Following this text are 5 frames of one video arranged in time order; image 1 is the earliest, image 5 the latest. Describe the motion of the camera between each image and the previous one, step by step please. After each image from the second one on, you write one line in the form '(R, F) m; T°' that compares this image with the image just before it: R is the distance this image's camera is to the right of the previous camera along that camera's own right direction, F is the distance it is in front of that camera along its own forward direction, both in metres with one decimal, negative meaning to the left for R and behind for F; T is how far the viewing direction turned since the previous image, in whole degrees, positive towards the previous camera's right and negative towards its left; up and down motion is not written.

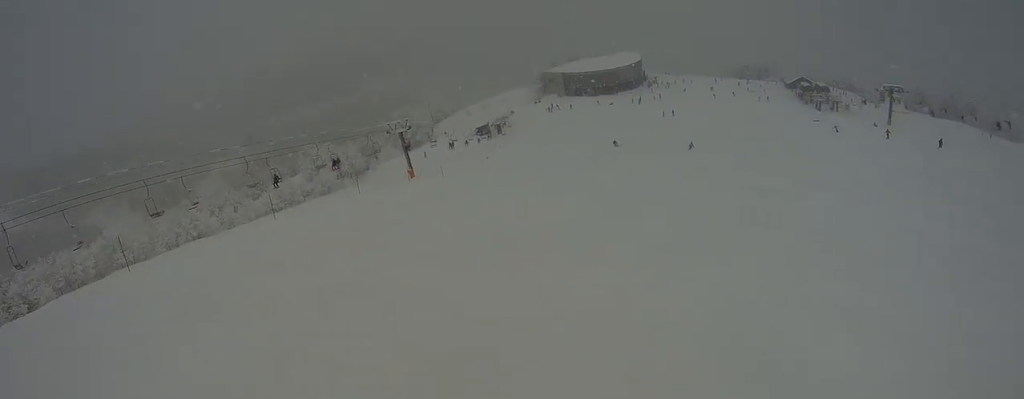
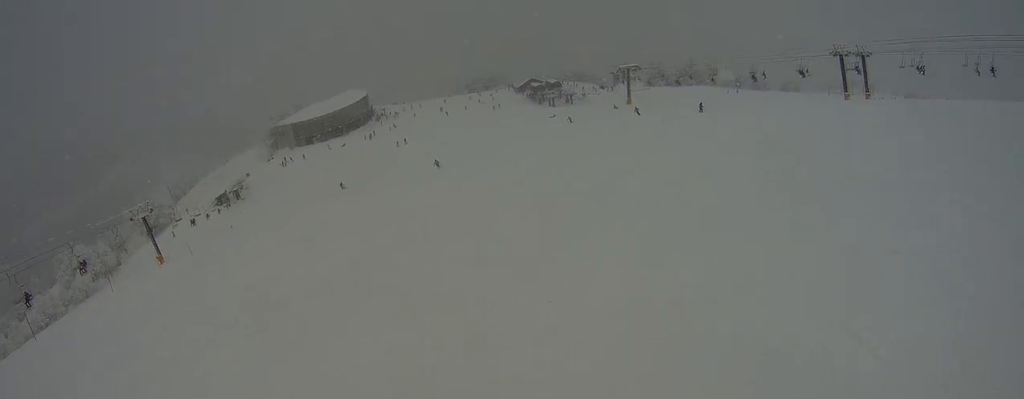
(+0.7, +2.3) m; +19°
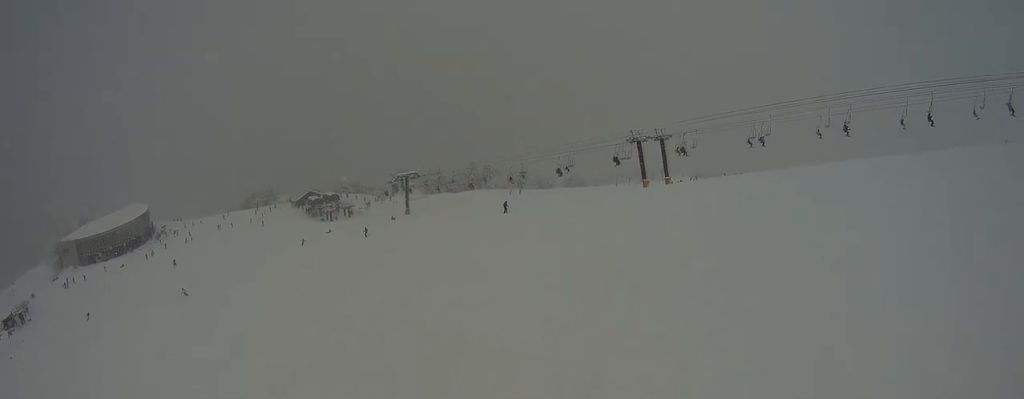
(+3.5, +9.4) m; +46°
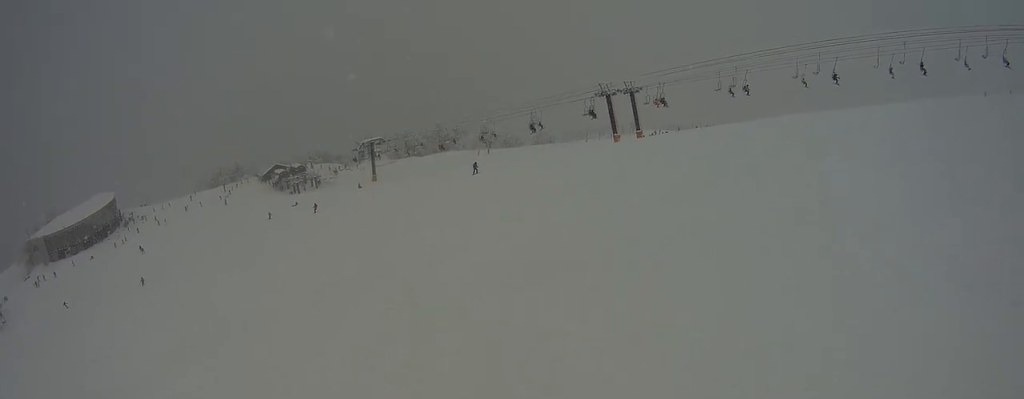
(+0.9, +3.1) m; +15°
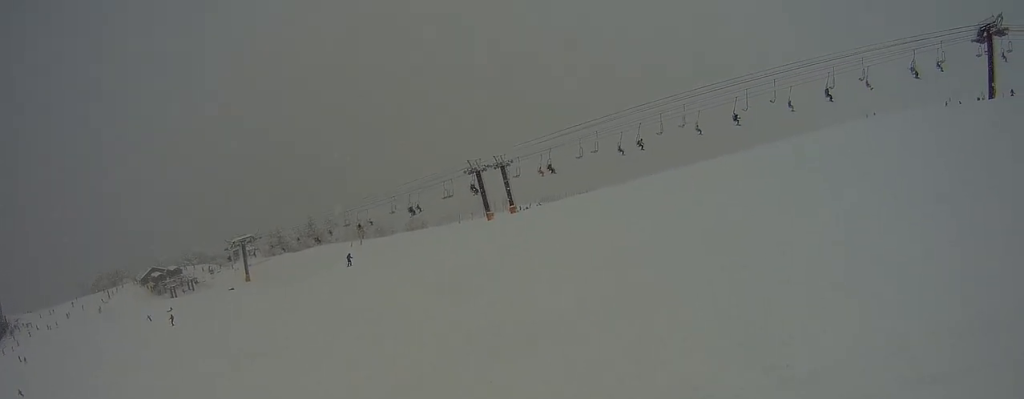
(+1.0, +5.2) m; +6°
